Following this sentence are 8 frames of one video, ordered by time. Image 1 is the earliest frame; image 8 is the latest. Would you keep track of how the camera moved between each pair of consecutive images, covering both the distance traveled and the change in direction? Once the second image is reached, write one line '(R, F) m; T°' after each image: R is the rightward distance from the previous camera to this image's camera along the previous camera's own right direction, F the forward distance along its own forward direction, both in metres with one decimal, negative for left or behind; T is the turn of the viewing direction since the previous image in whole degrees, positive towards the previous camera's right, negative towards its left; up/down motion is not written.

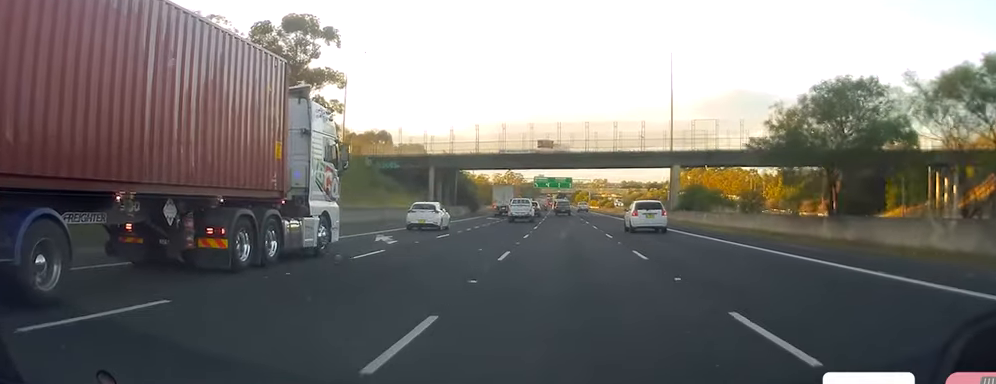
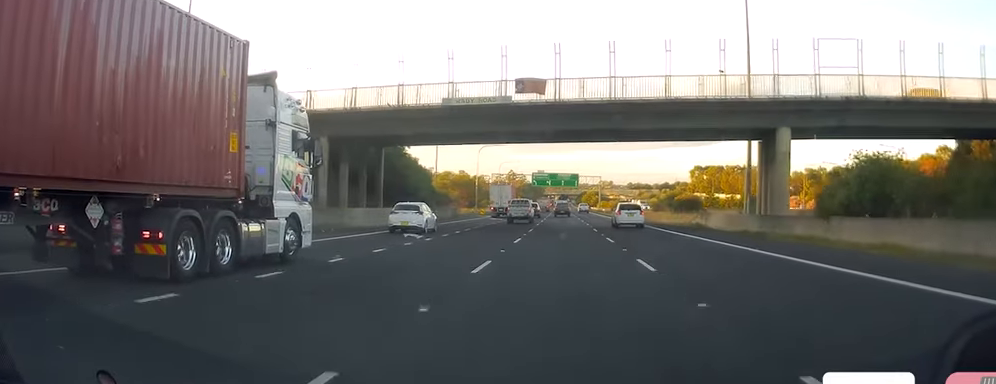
(0.0, +39.4) m; -1°
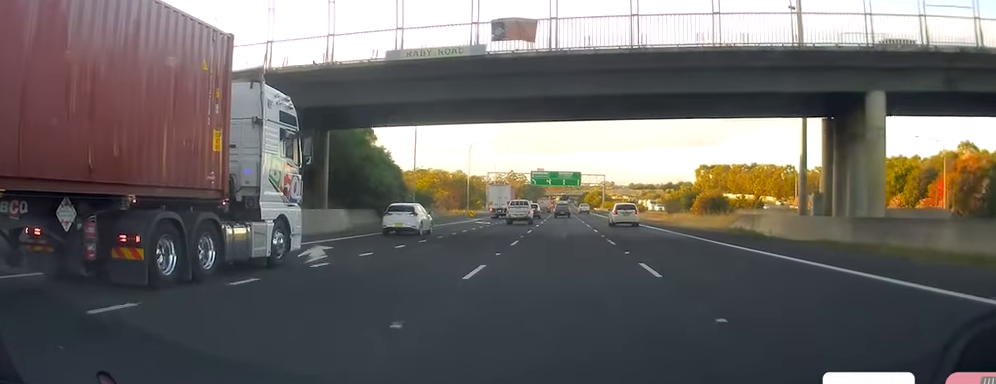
(-0.1, +13.2) m; 0°
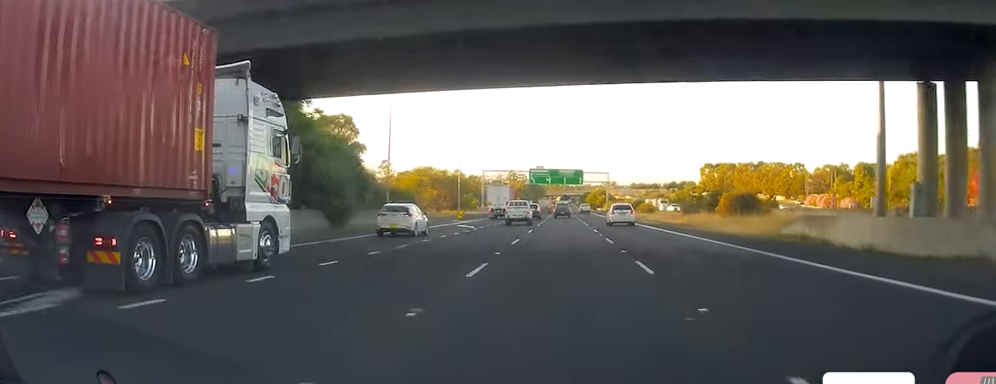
(+0.2, +11.3) m; 0°
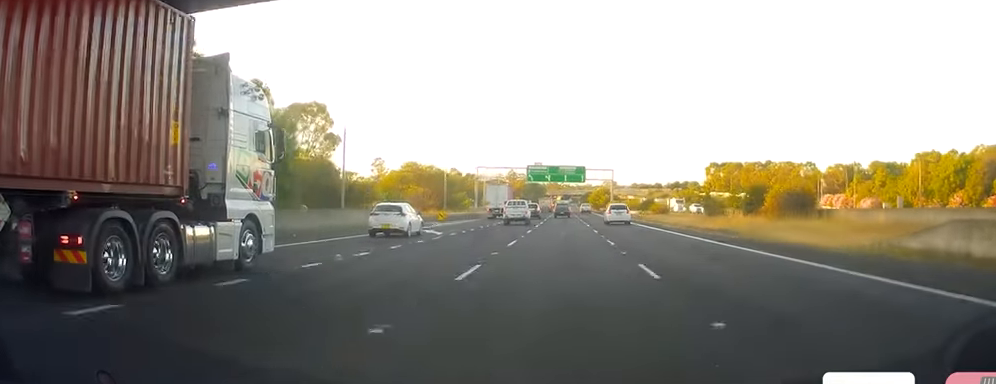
(+0.2, +13.2) m; 0°
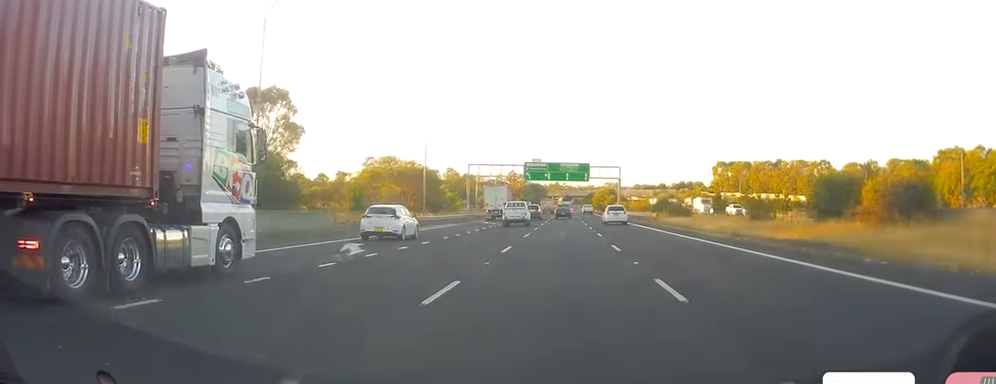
(-0.2, +15.0) m; 0°
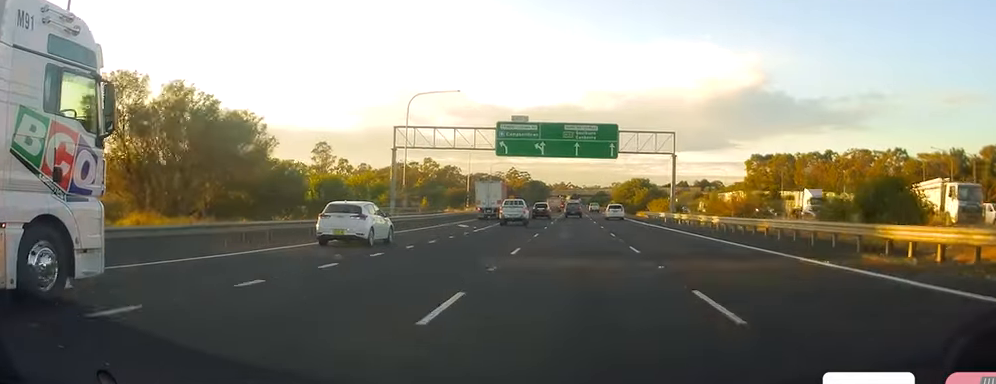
(-0.4, +61.7) m; 0°
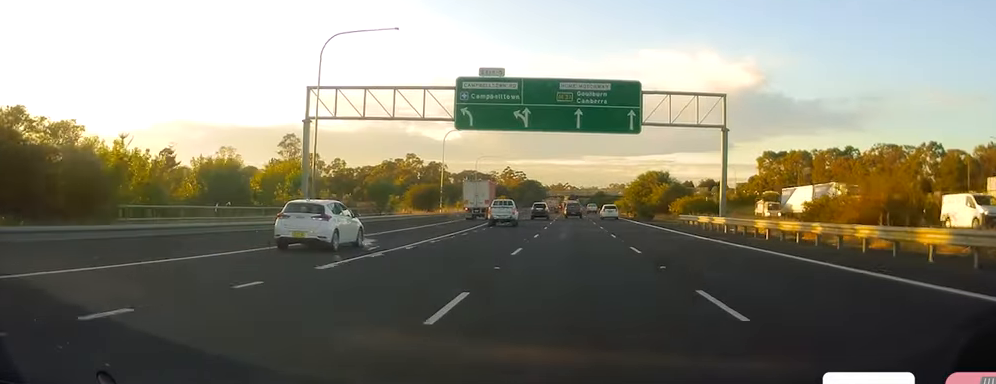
(0.0, +24.5) m; 0°
